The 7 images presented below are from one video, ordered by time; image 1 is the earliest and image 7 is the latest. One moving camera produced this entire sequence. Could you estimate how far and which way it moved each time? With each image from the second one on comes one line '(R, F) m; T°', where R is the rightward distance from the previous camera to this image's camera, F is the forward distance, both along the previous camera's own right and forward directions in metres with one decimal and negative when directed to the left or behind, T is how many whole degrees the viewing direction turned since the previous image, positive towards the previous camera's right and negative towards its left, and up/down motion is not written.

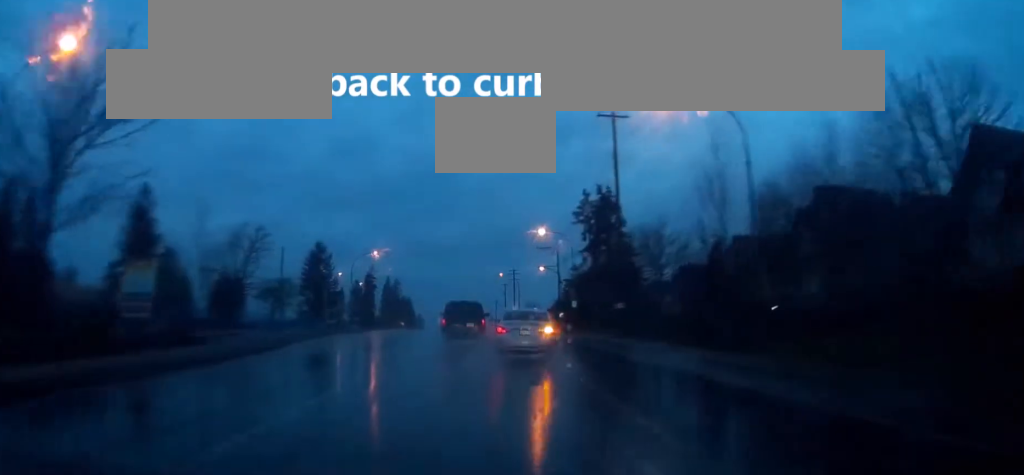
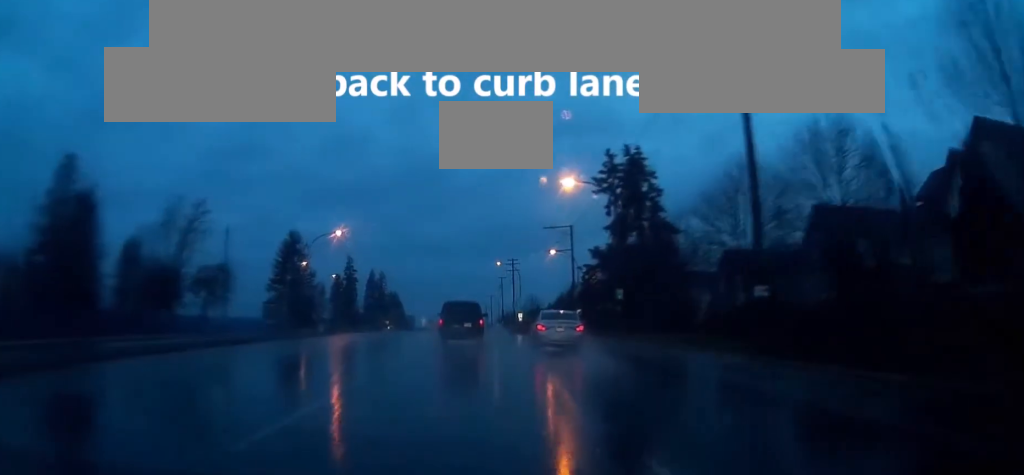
(+0.2, +26.2) m; 0°
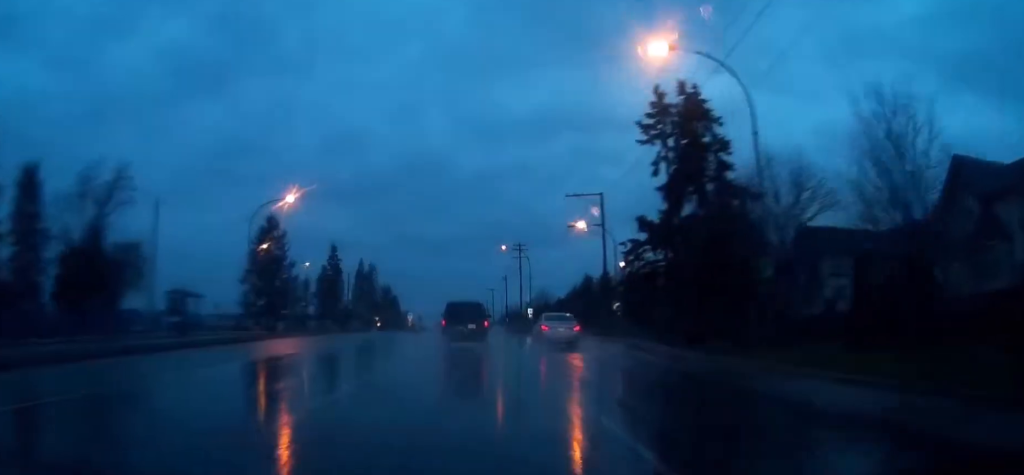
(0.0, +24.1) m; 0°
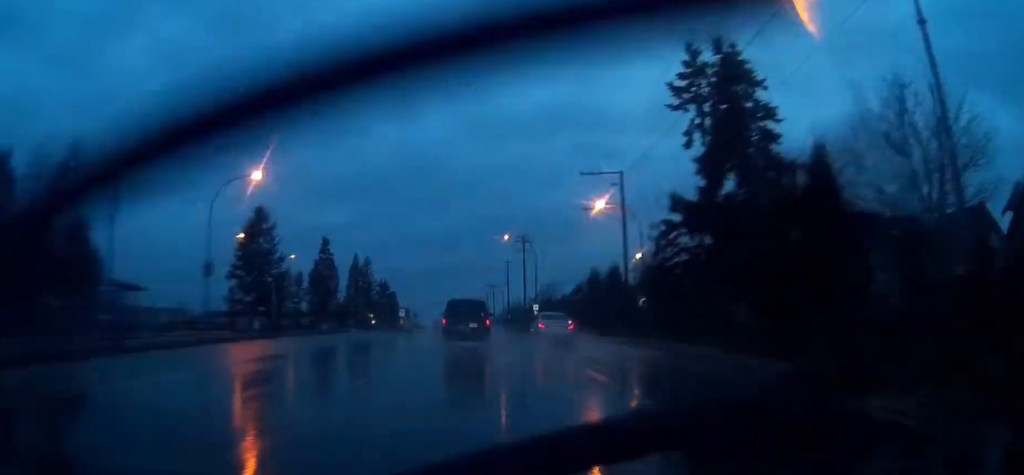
(0.0, +10.2) m; 0°
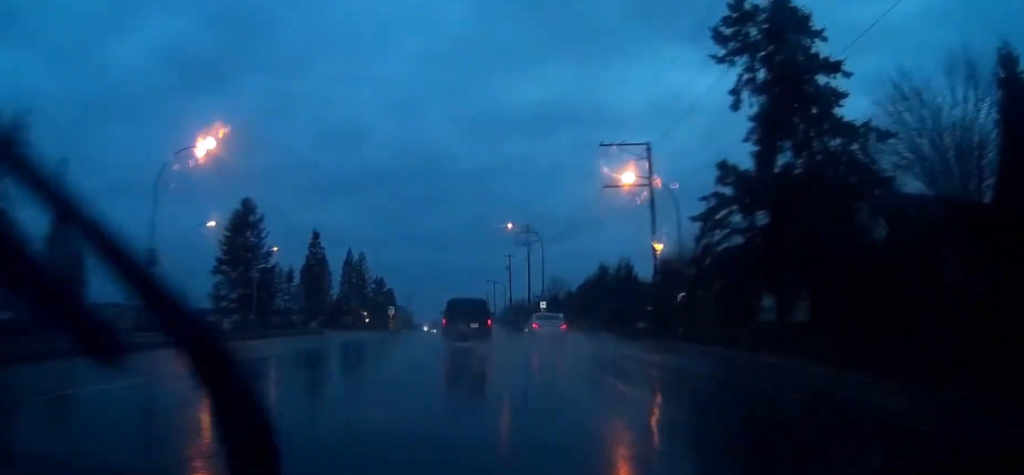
(0.0, +10.4) m; 0°
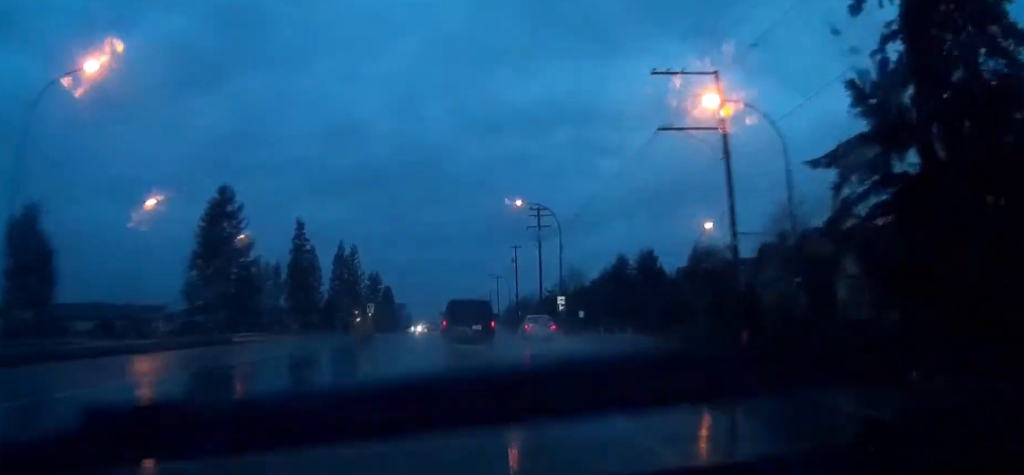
(0.0, +15.9) m; 0°
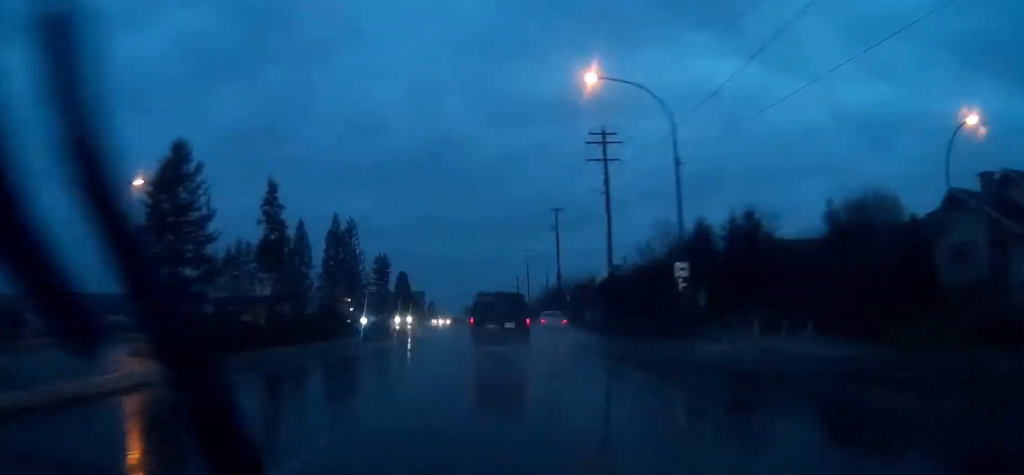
(-0.4, +32.4) m; -2°
